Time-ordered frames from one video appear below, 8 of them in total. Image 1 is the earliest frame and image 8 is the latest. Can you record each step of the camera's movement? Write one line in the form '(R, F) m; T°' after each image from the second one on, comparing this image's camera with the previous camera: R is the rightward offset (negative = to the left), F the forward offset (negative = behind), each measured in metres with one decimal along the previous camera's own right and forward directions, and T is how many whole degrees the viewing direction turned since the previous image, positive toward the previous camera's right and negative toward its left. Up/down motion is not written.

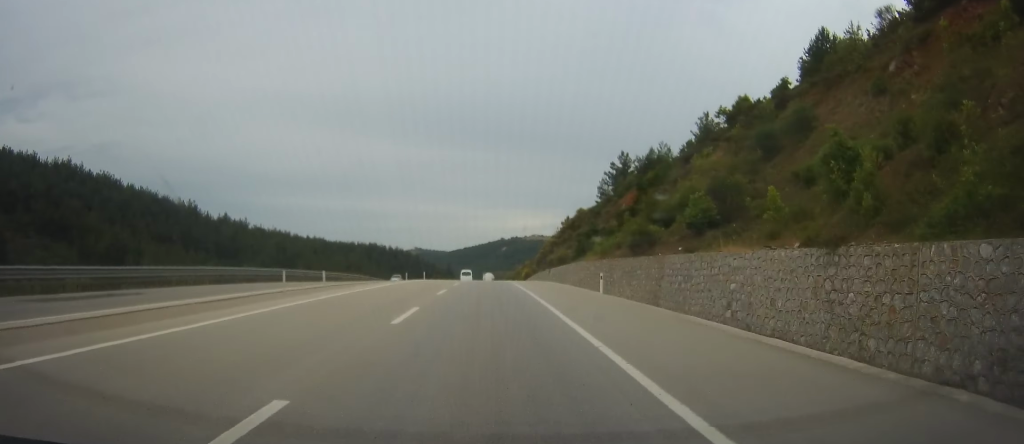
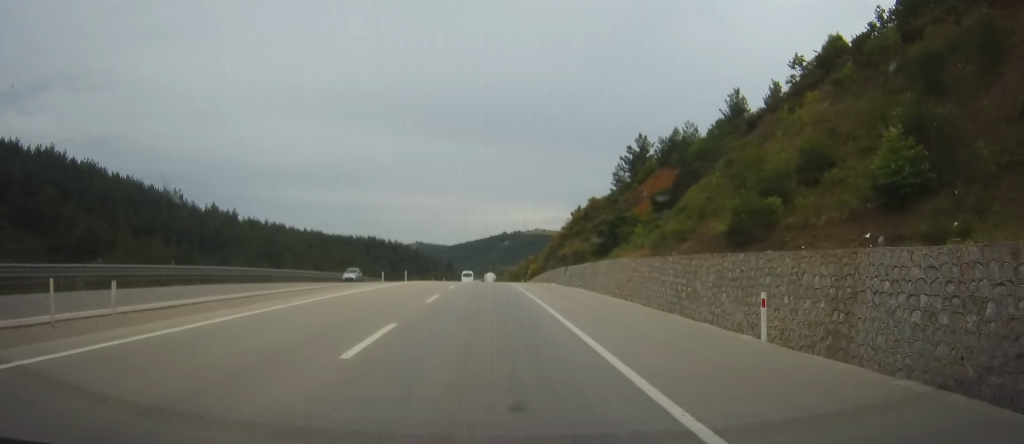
(0.0, +17.5) m; 0°
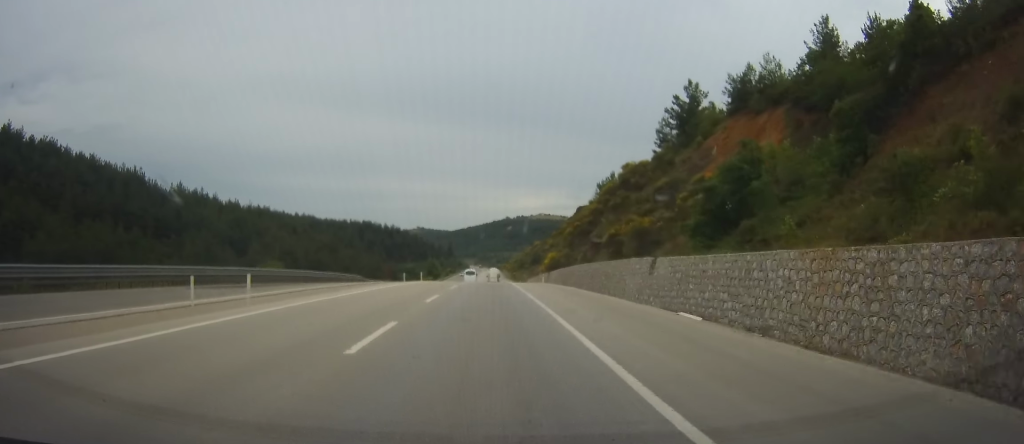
(+0.5, +36.5) m; +2°
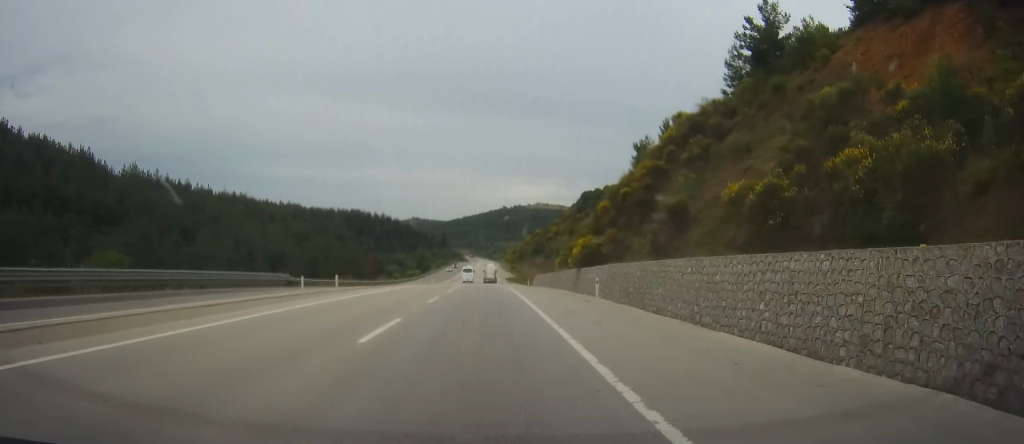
(-0.2, +35.2) m; -1°
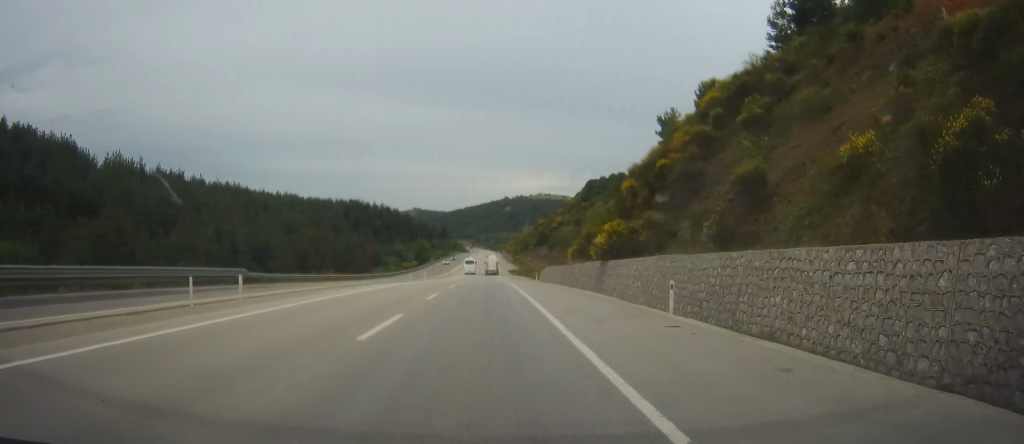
(-0.2, +12.8) m; 0°
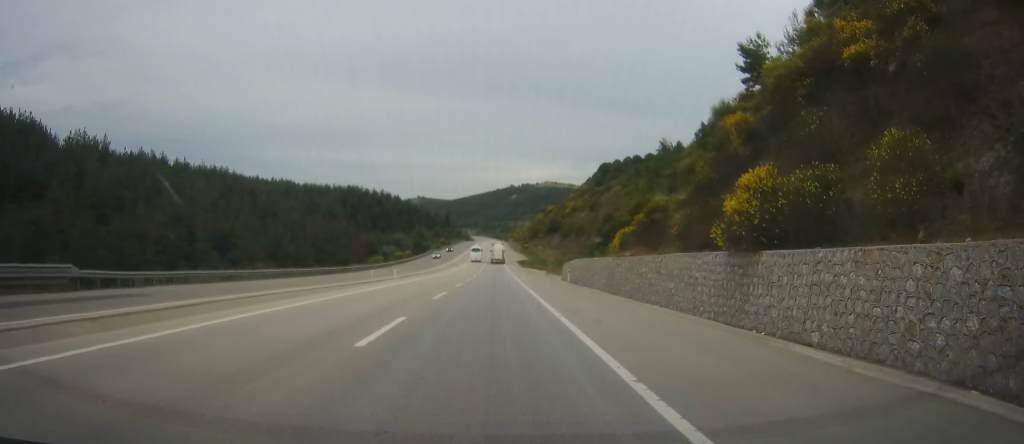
(+0.3, +25.9) m; +1°
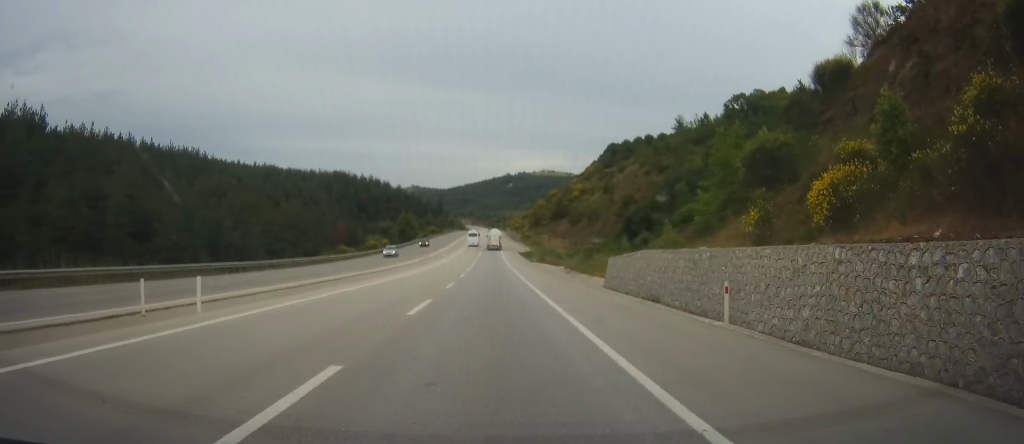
(0.0, +31.1) m; 0°
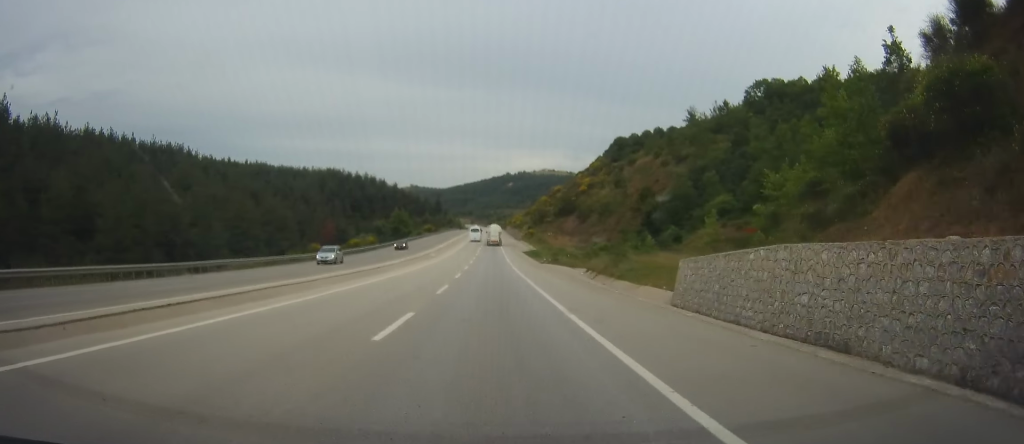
(0.0, +16.6) m; 0°
